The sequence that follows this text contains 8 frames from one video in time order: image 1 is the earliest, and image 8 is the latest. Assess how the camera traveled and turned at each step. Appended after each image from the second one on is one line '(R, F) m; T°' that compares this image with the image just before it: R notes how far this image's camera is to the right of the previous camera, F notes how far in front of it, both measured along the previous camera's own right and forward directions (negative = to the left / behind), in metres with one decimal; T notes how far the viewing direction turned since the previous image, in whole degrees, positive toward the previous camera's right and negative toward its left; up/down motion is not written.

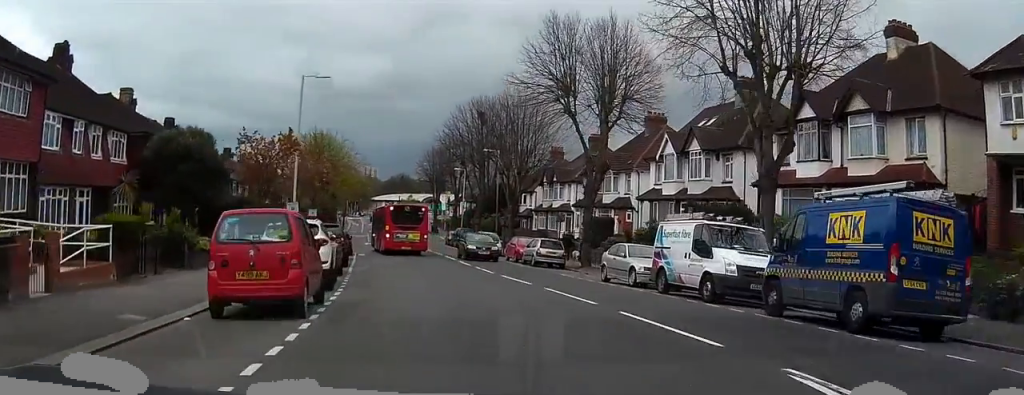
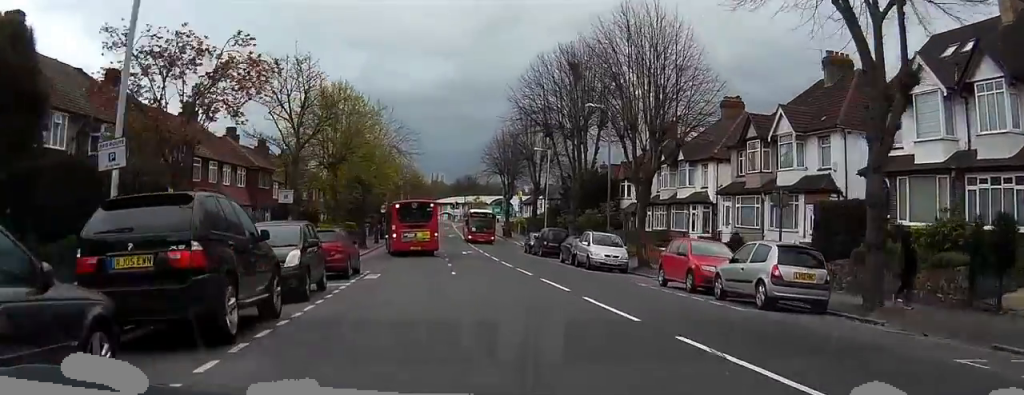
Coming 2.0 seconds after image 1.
(0.0, +21.7) m; 0°
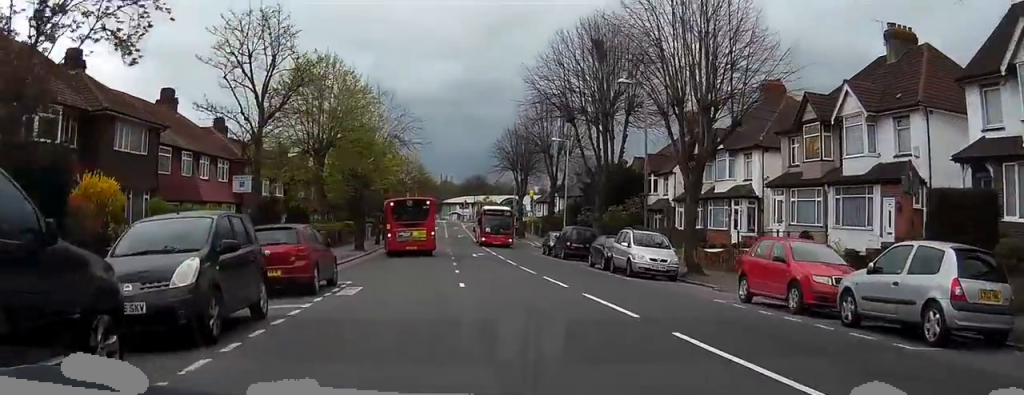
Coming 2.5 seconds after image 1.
(0.0, +5.9) m; 0°
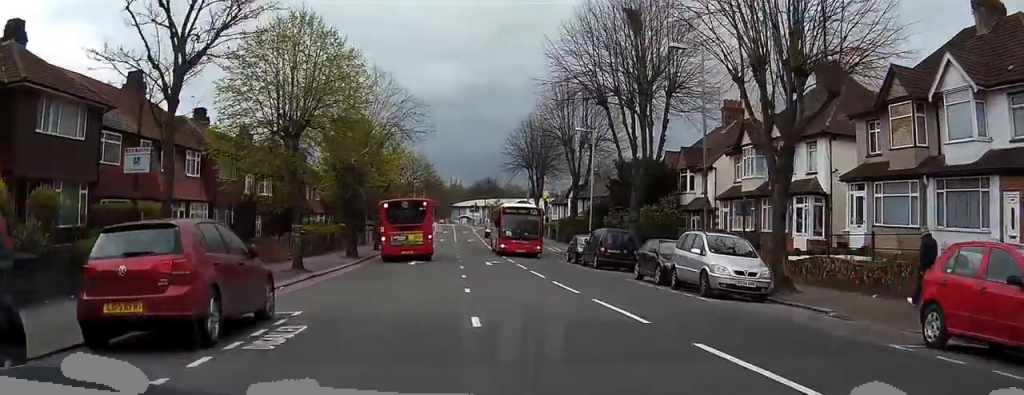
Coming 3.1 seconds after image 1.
(0.0, +6.9) m; 0°
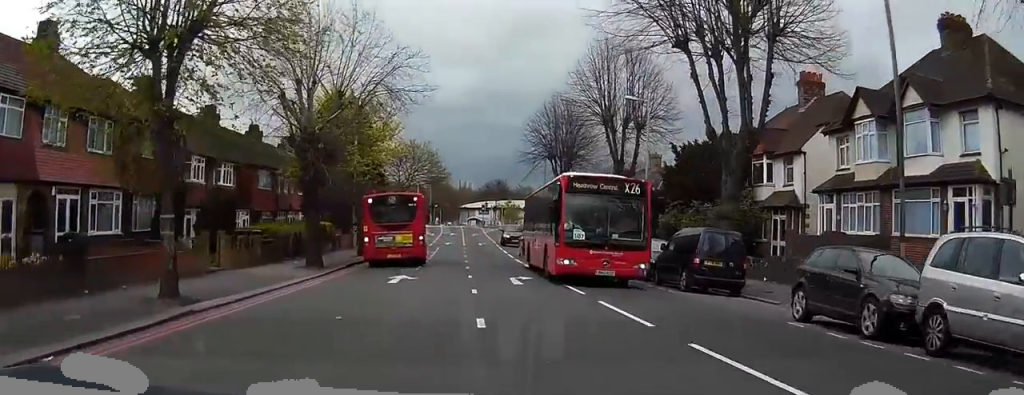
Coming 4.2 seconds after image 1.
(0.0, +11.8) m; -1°
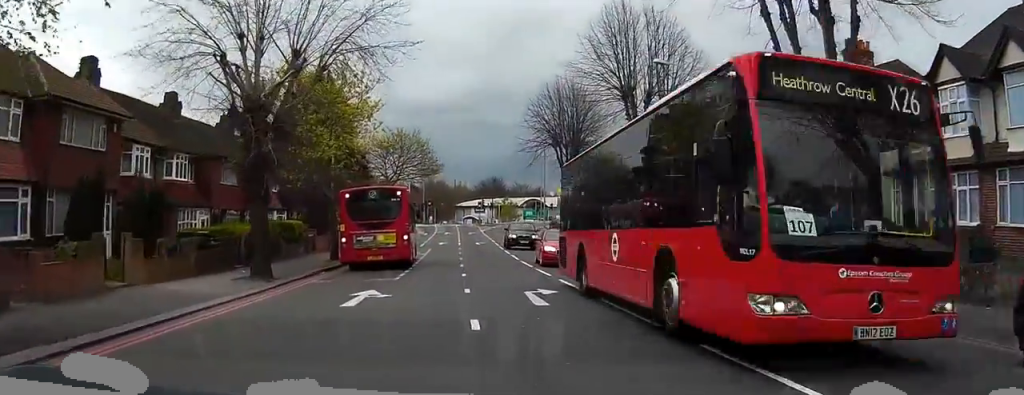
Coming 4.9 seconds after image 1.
(0.0, +6.7) m; -1°
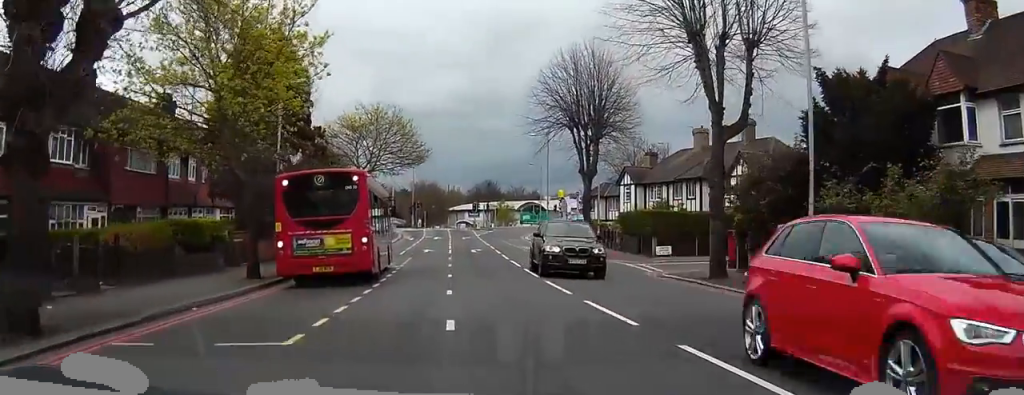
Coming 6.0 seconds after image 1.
(-0.3, +11.7) m; -1°
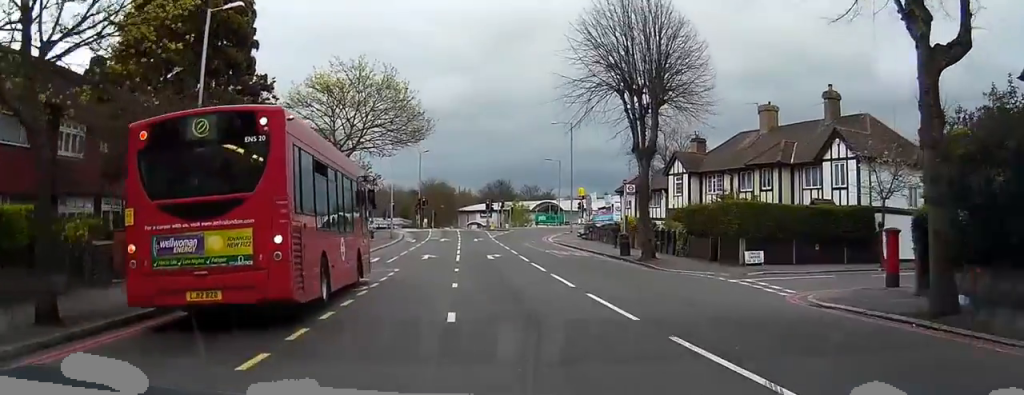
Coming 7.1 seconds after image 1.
(-0.1, +11.4) m; -1°
